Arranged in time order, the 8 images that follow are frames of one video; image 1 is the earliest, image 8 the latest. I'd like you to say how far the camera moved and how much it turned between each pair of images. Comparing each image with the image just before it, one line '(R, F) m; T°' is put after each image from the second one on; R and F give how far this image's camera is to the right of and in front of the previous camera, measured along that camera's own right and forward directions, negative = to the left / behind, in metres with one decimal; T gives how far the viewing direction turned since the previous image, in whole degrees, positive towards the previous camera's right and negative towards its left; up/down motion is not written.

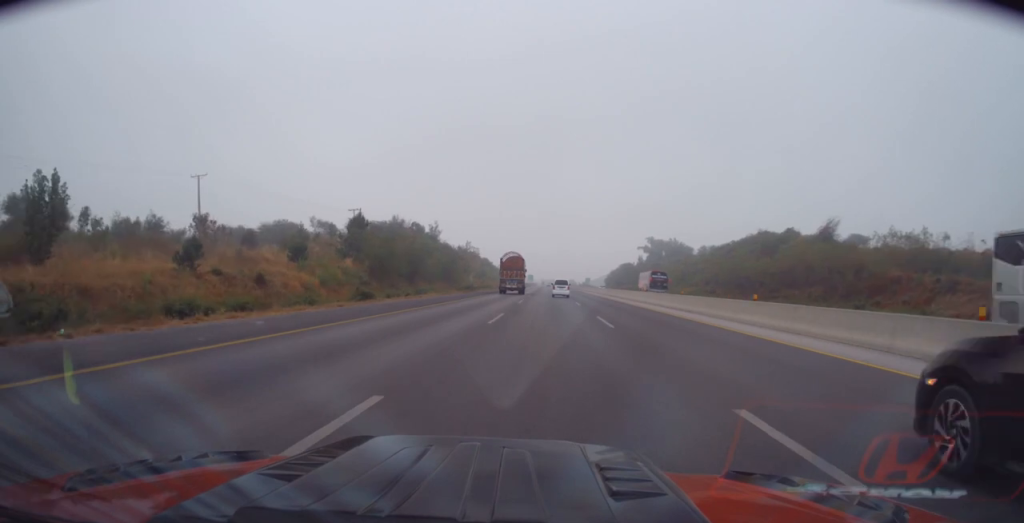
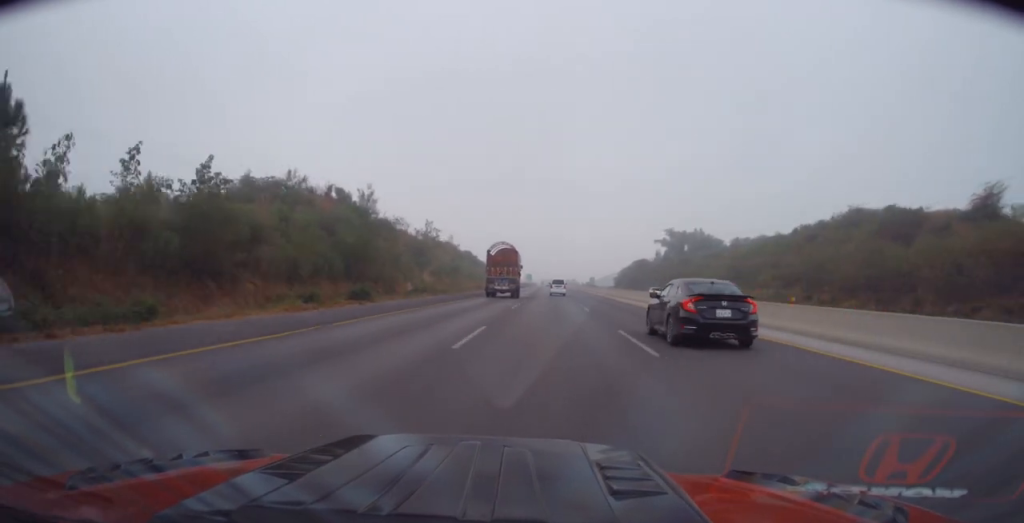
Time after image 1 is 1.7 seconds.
(-0.4, +43.7) m; 0°
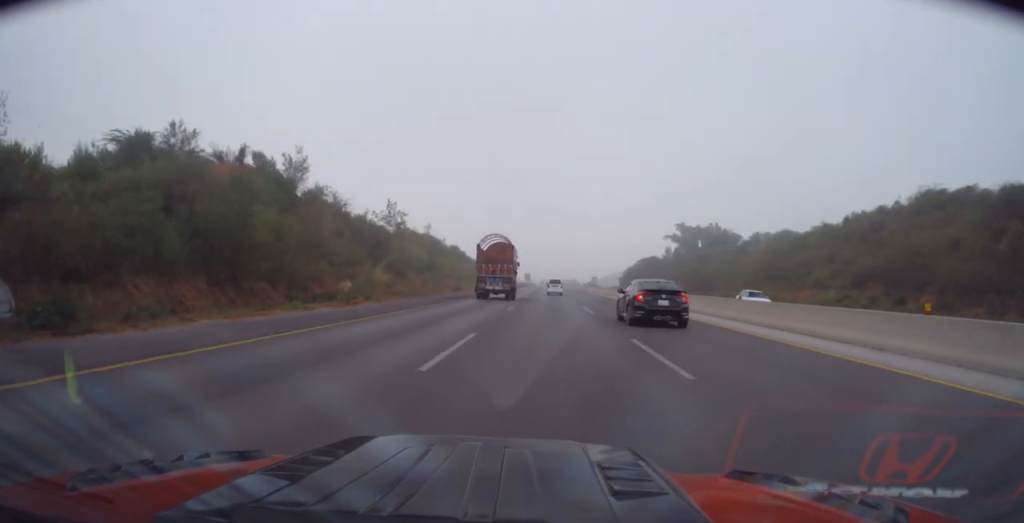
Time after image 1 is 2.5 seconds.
(+0.2, +20.6) m; 0°
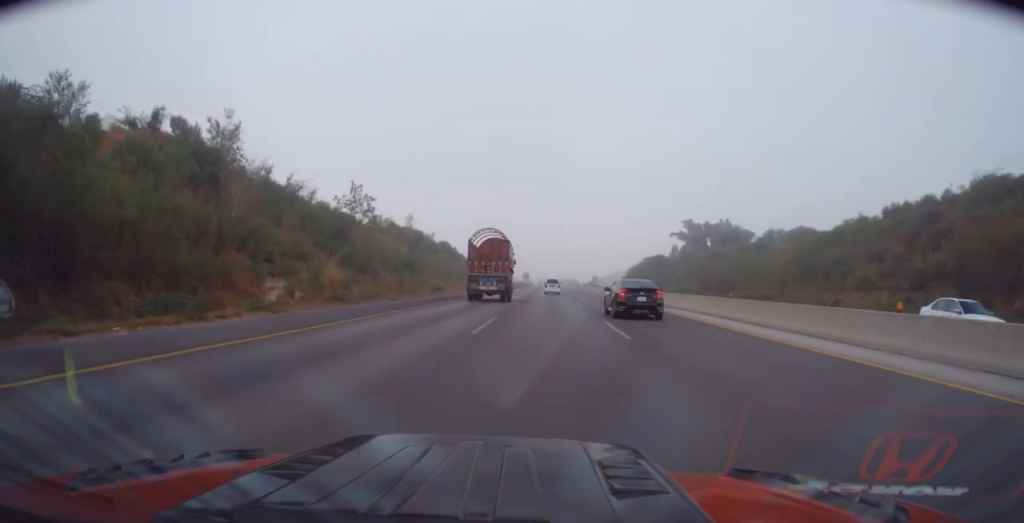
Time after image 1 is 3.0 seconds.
(0.0, +12.0) m; 0°
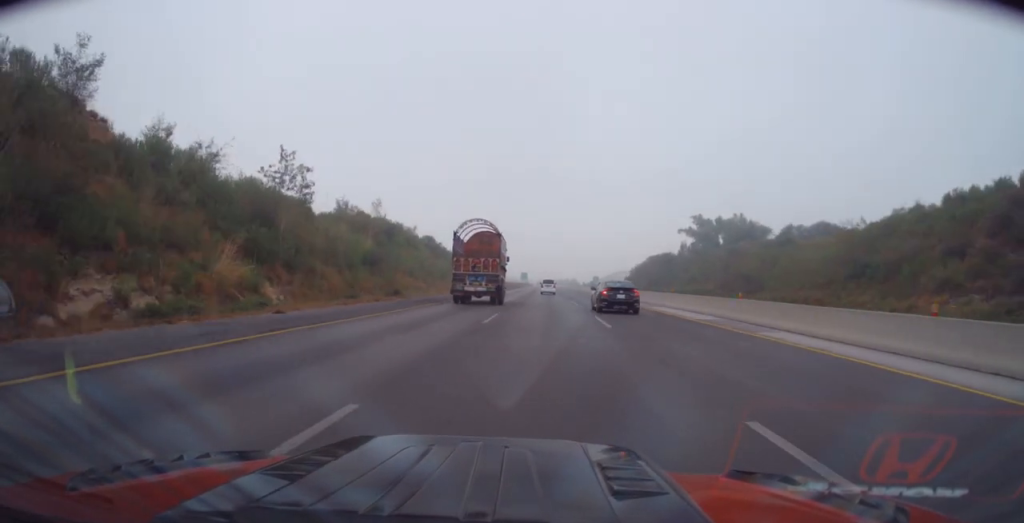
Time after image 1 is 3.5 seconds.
(-0.2, +14.6) m; 0°
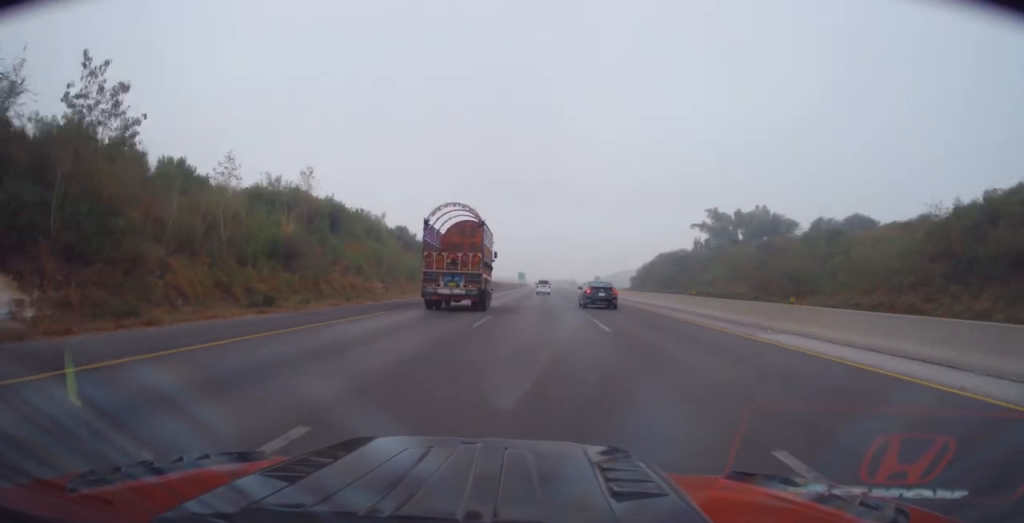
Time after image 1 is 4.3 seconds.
(+0.1, +18.9) m; 0°
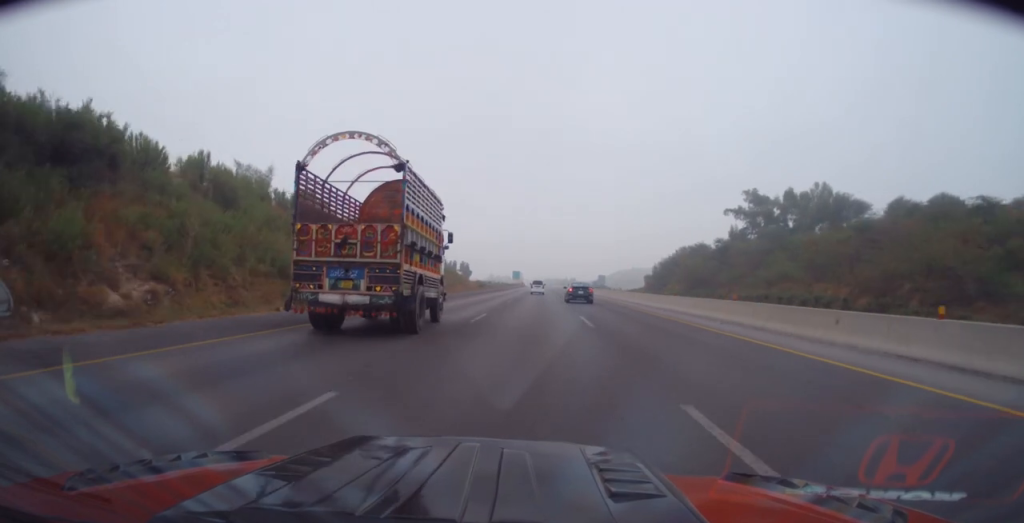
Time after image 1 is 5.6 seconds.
(+0.3, +34.3) m; 0°
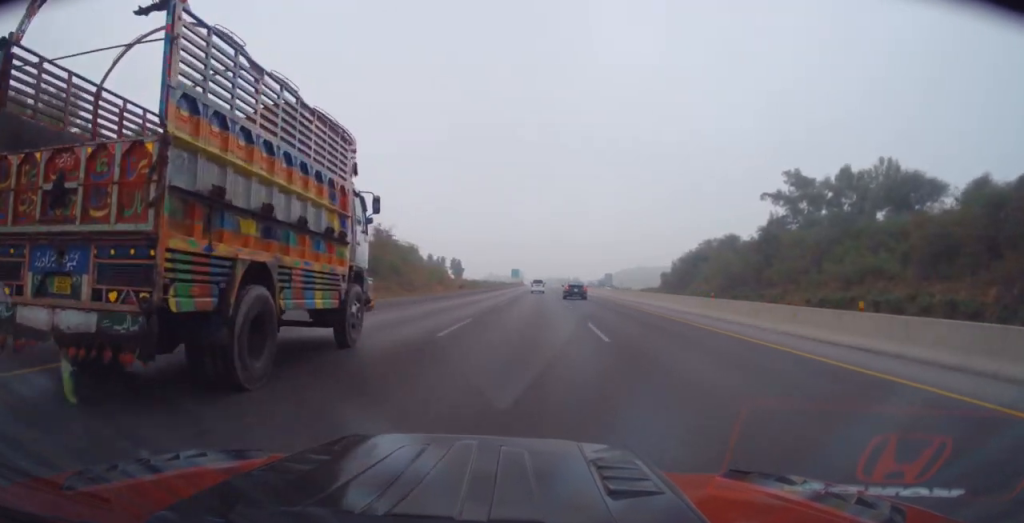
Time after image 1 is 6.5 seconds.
(0.0, +23.1) m; -1°
